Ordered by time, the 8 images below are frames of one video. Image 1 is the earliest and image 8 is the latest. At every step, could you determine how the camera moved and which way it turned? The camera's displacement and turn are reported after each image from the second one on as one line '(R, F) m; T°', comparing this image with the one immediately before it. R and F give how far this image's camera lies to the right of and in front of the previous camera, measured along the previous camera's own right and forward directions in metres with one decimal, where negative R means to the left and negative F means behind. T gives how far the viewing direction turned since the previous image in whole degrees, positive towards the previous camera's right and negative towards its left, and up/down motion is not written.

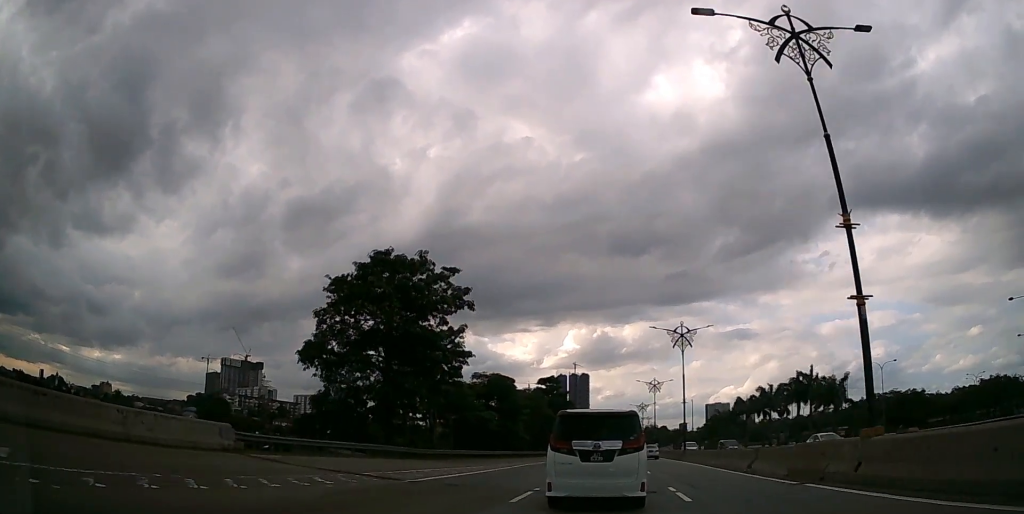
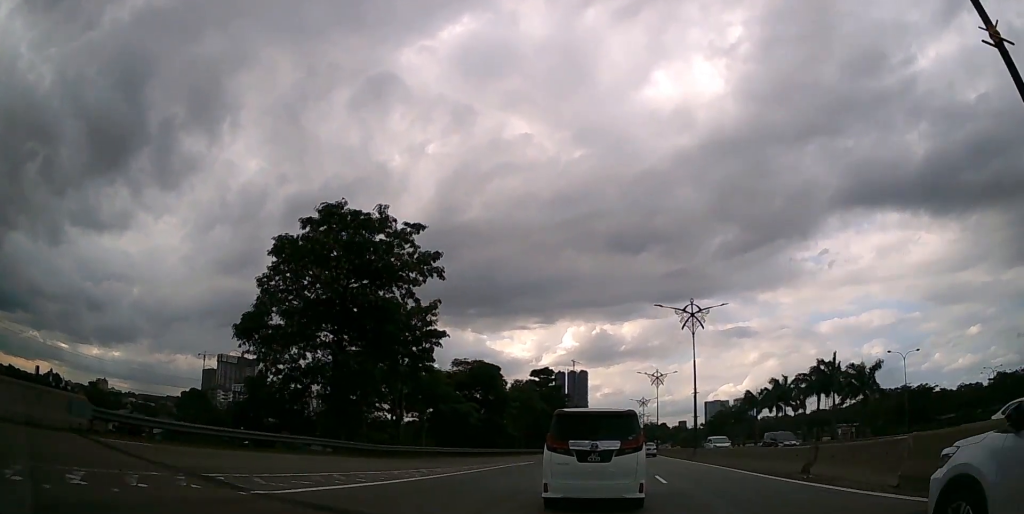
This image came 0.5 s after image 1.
(0.0, +7.9) m; 0°
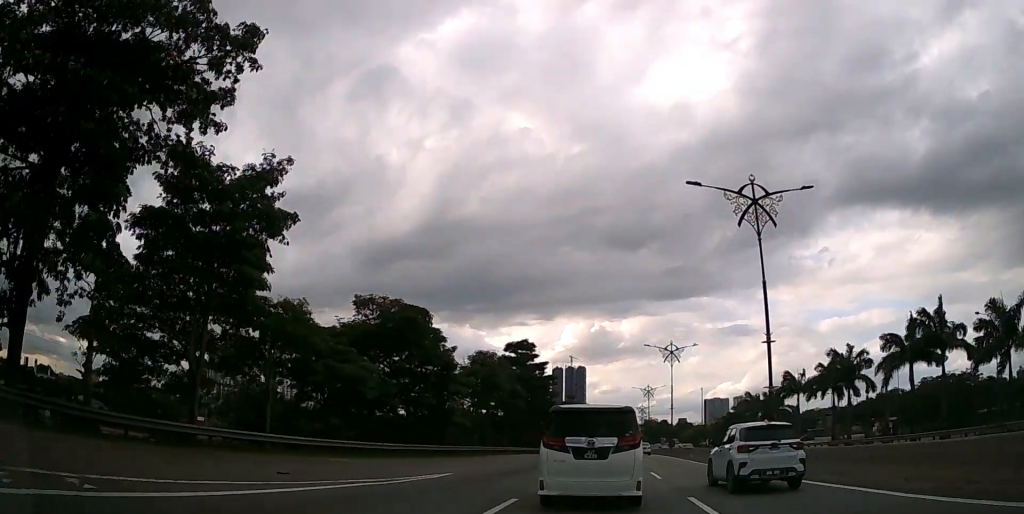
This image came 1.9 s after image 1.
(+0.1, +21.4) m; 0°
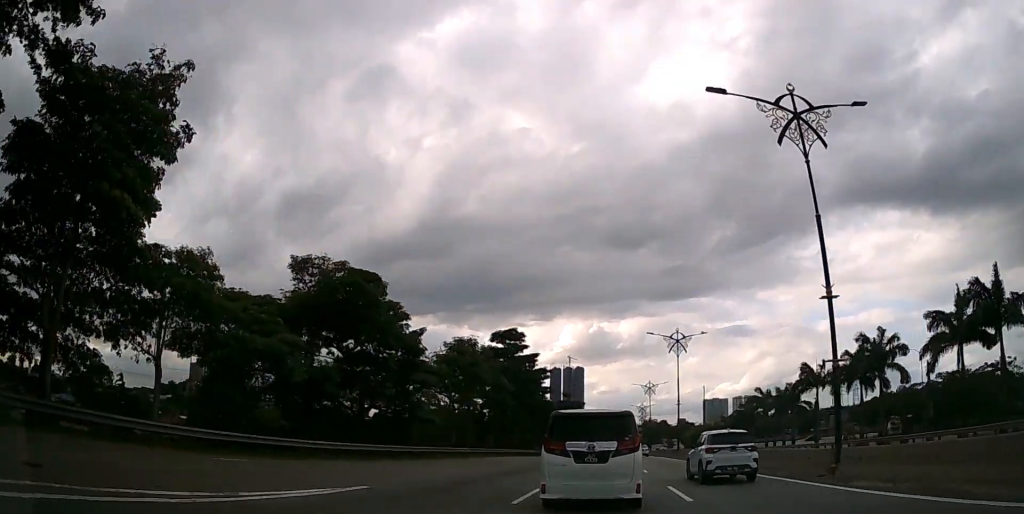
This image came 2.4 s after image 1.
(0.0, +7.4) m; 0°
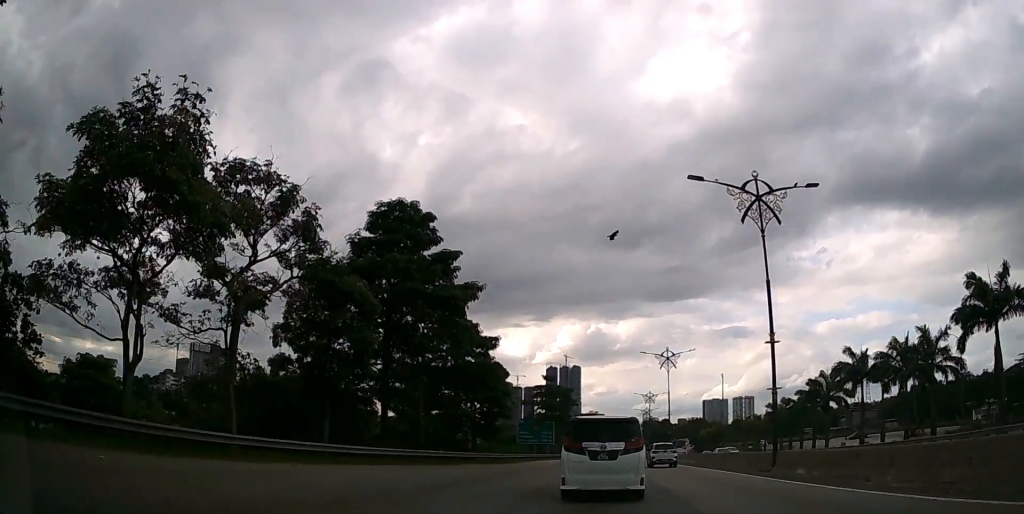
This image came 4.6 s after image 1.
(0.0, +33.6) m; 0°
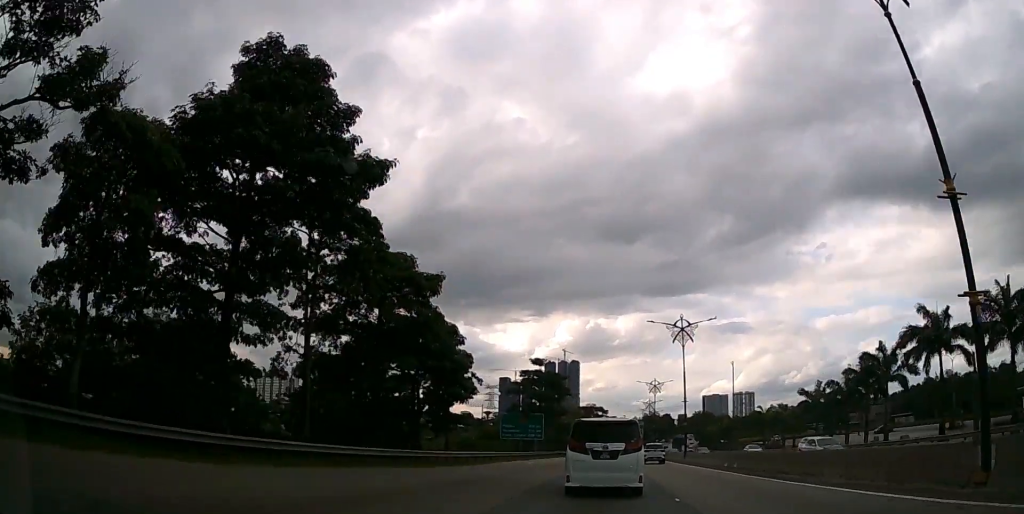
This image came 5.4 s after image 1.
(0.0, +13.5) m; 0°
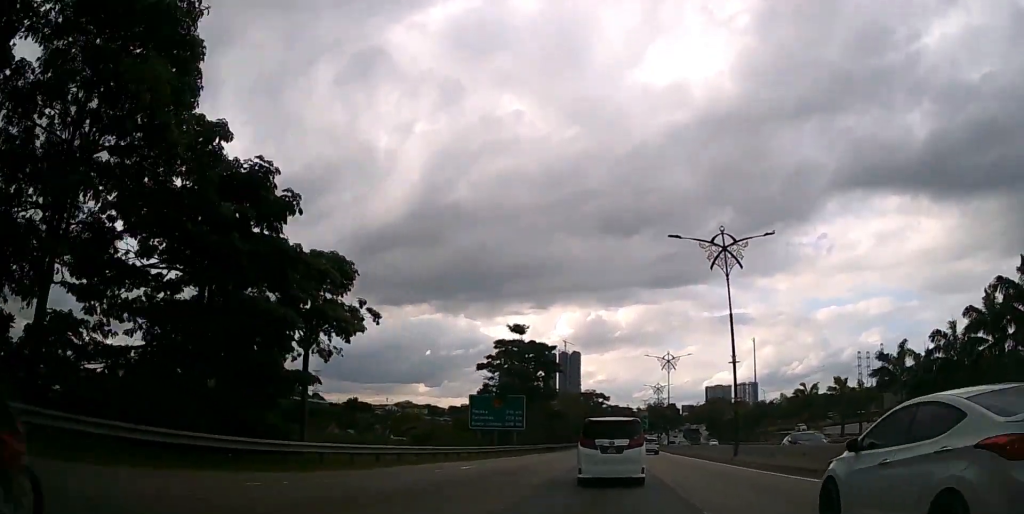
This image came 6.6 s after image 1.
(0.0, +19.0) m; 0°
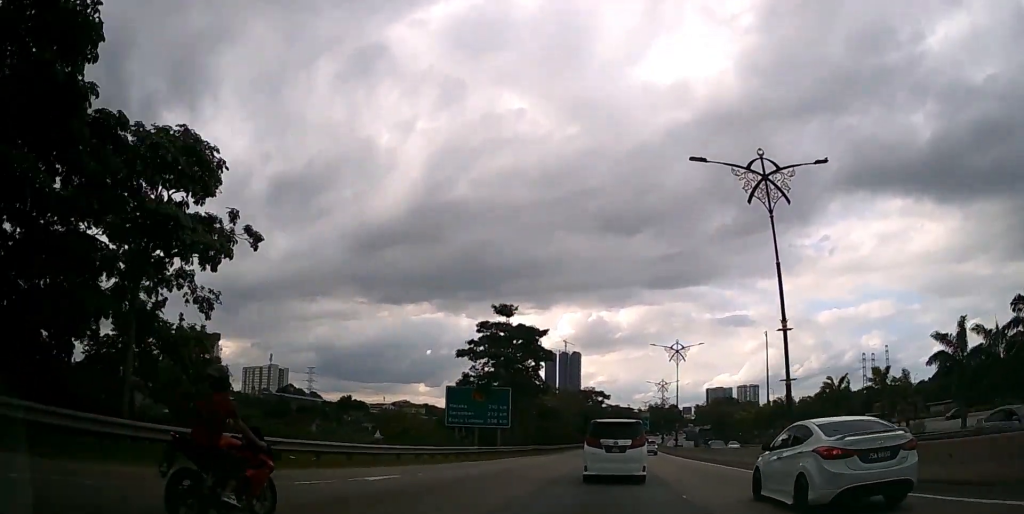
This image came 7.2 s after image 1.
(0.0, +9.4) m; 0°
